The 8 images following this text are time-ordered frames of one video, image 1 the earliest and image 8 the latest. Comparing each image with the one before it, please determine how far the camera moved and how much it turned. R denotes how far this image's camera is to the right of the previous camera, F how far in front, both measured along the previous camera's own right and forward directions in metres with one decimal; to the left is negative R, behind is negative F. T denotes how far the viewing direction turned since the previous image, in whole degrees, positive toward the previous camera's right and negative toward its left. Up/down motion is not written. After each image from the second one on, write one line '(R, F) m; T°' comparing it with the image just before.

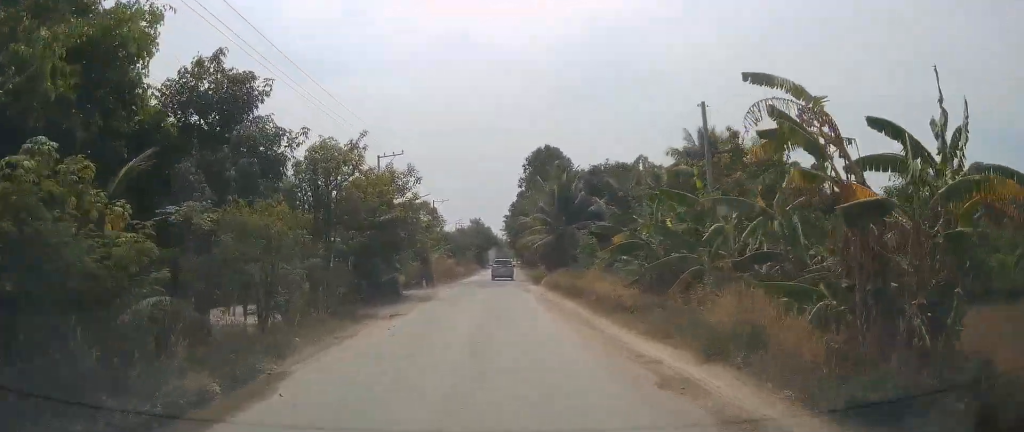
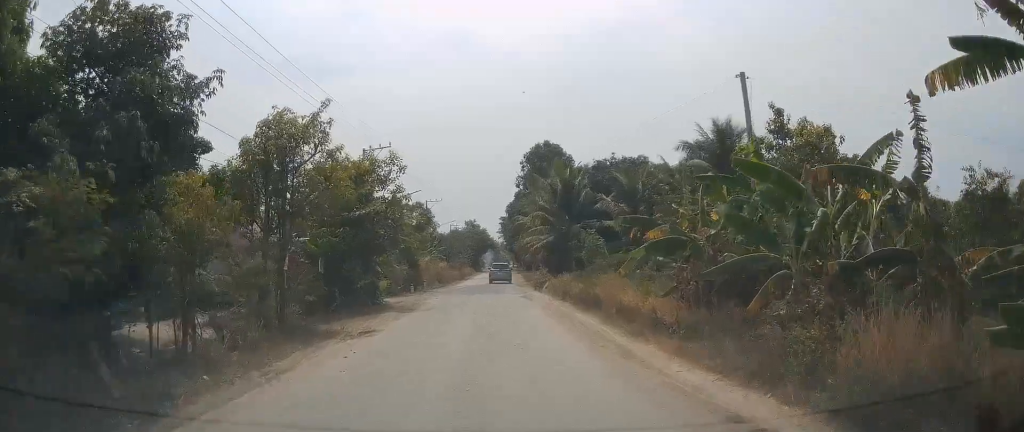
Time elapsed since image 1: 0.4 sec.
(0.0, +4.3) m; 0°
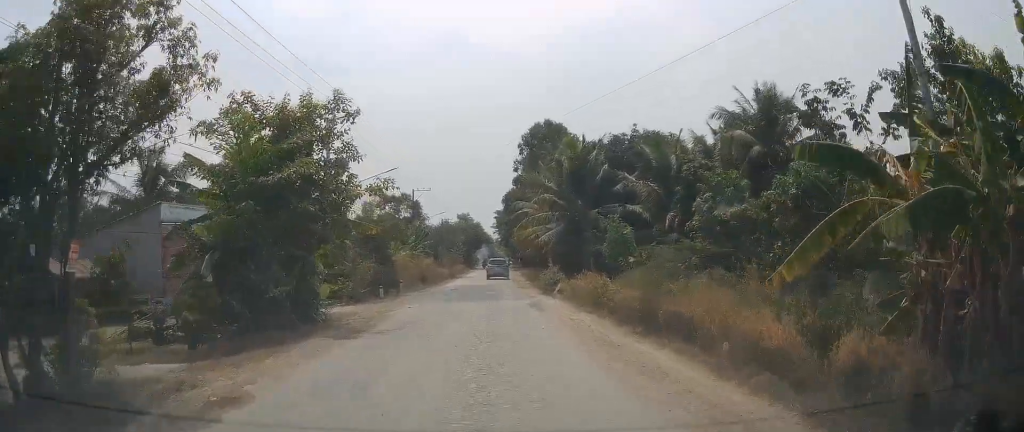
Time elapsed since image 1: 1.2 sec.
(0.0, +9.0) m; 0°
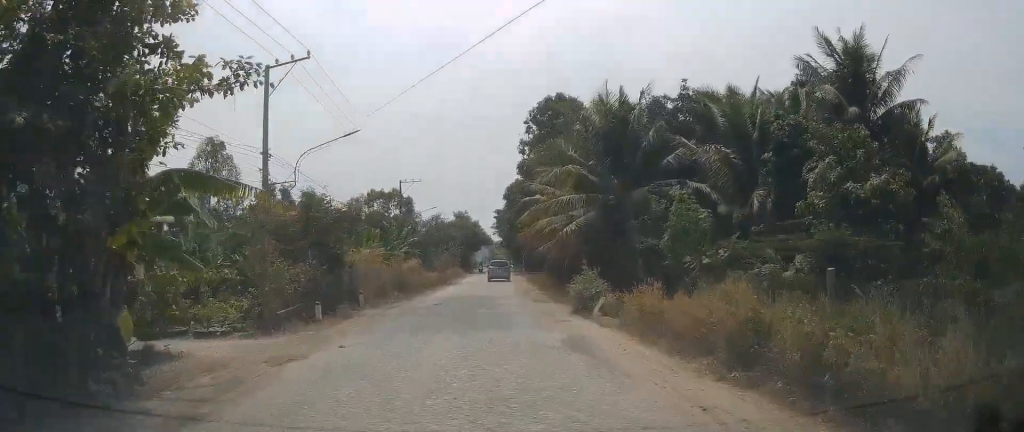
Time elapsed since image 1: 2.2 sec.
(0.0, +10.7) m; 0°
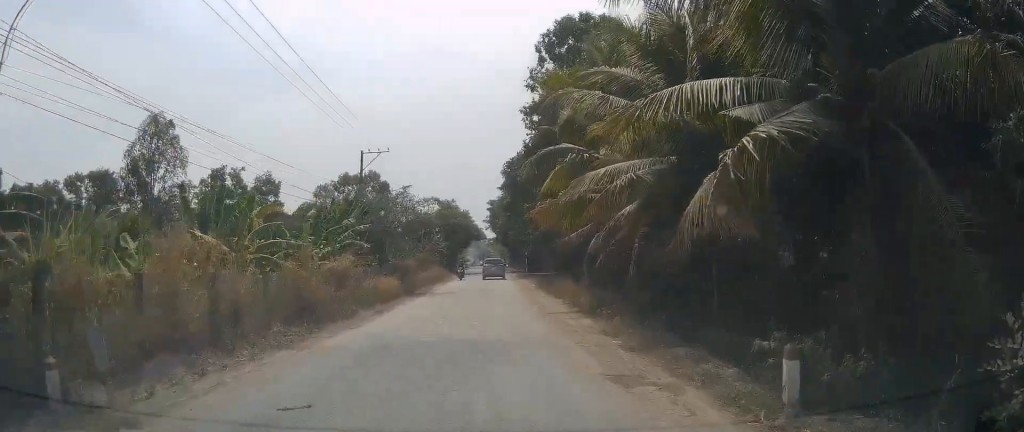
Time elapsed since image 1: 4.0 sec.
(+0.1, +17.9) m; +2°
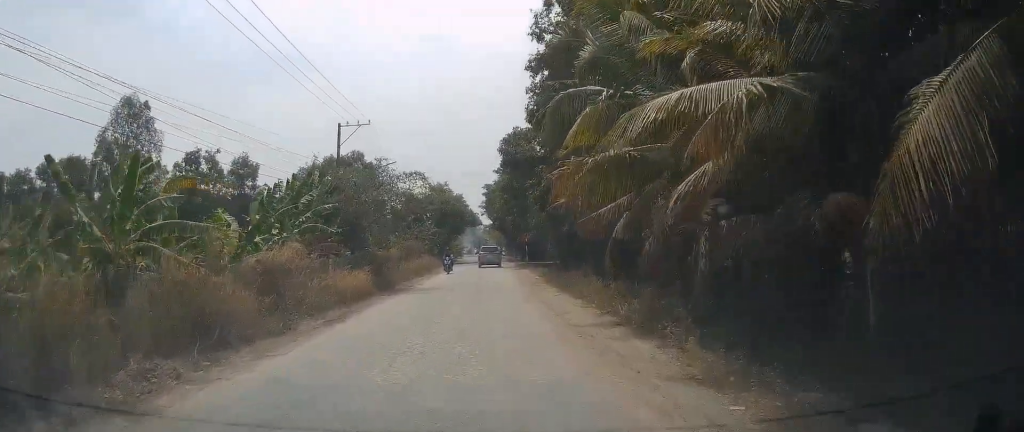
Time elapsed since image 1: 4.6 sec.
(+0.2, +6.2) m; +1°
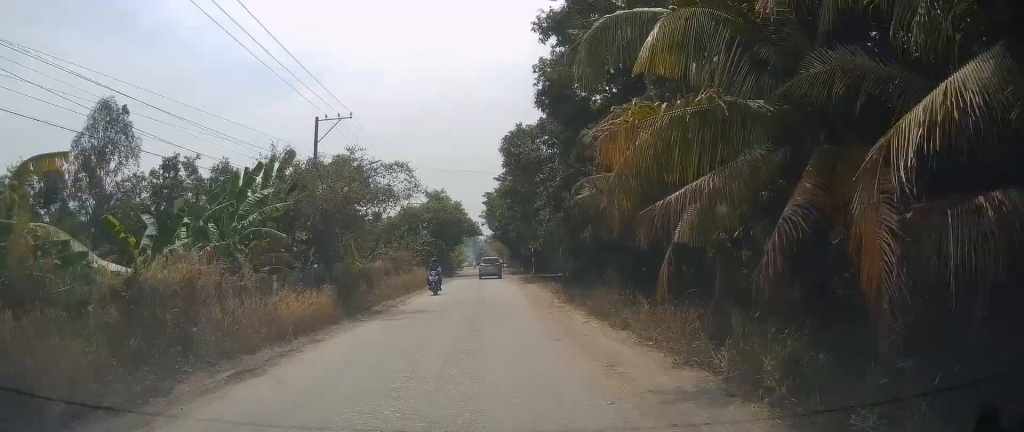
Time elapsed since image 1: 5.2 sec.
(0.0, +6.0) m; 0°
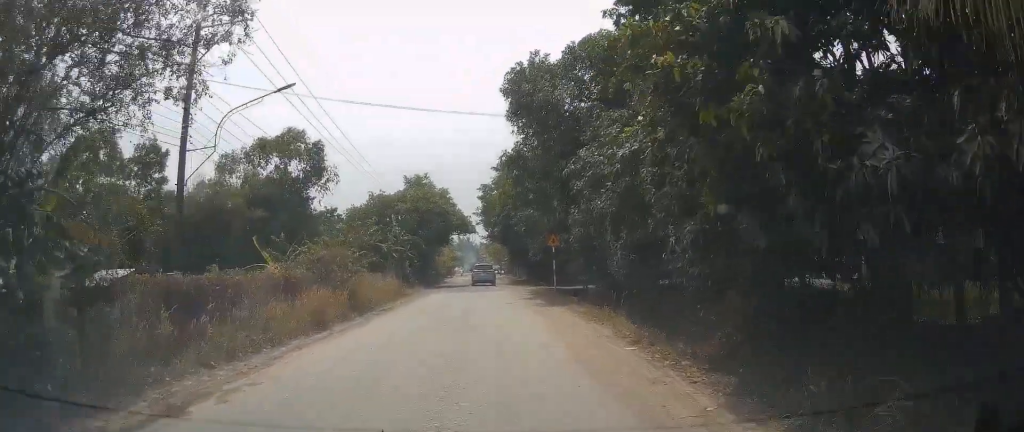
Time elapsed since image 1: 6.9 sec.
(0.0, +15.9) m; 0°
